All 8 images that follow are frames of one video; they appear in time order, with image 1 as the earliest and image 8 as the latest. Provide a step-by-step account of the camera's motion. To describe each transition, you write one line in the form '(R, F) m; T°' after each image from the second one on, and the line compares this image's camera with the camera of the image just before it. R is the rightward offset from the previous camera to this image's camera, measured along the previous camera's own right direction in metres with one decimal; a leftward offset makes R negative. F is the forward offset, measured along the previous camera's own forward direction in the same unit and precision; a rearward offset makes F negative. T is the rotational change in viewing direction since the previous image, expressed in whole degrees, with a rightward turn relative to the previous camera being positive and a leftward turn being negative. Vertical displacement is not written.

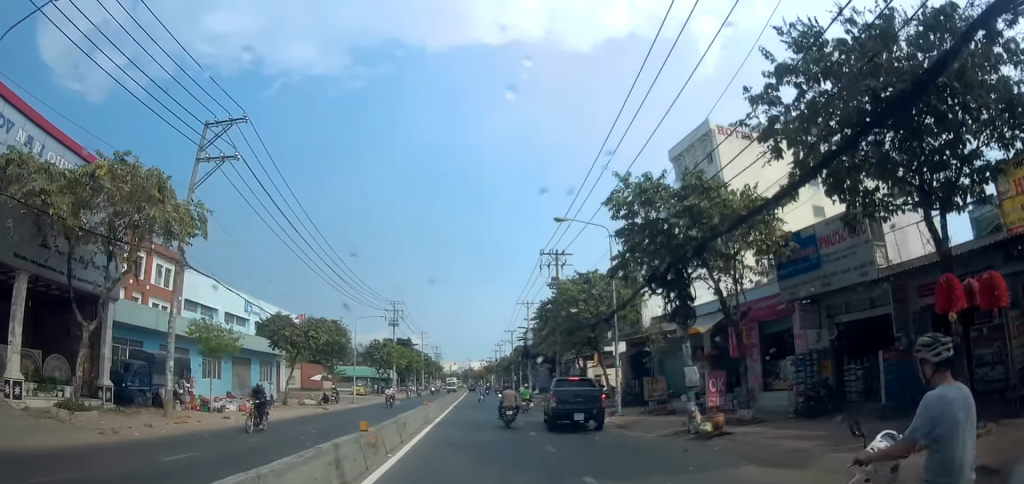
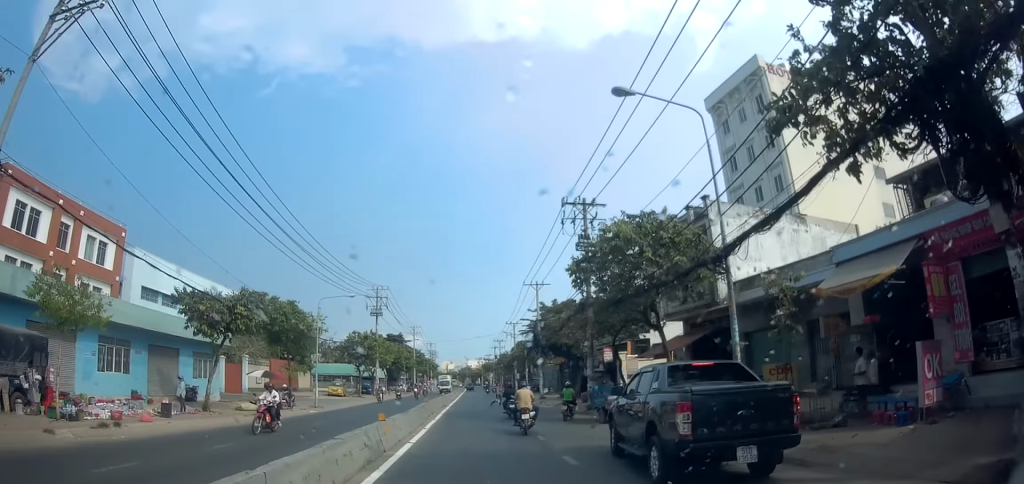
(-0.1, +10.2) m; +1°
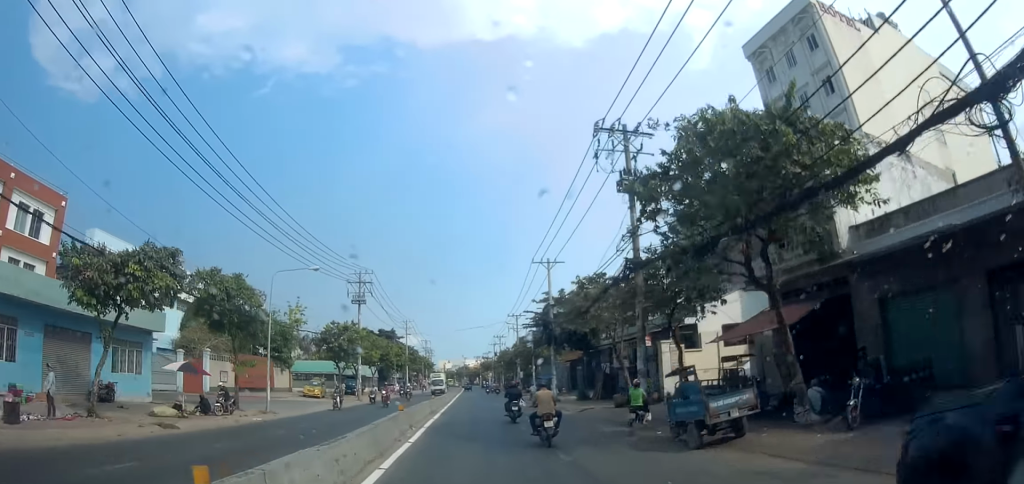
(+0.1, +7.9) m; +1°
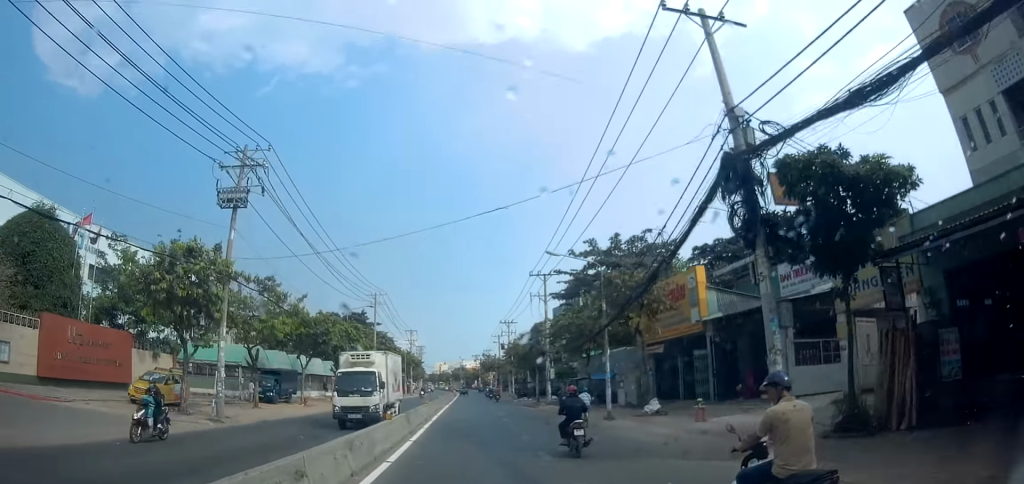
(+0.5, +27.1) m; +2°
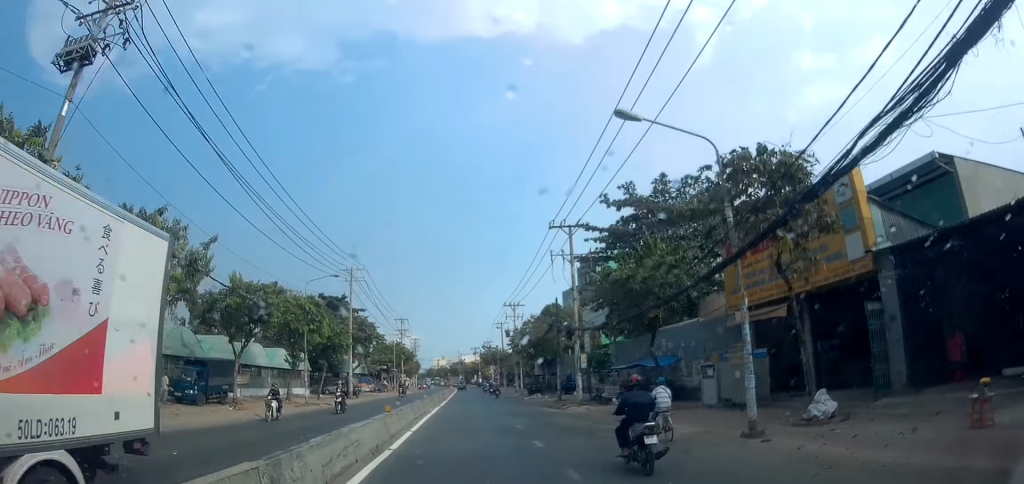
(+0.1, +11.5) m; -1°
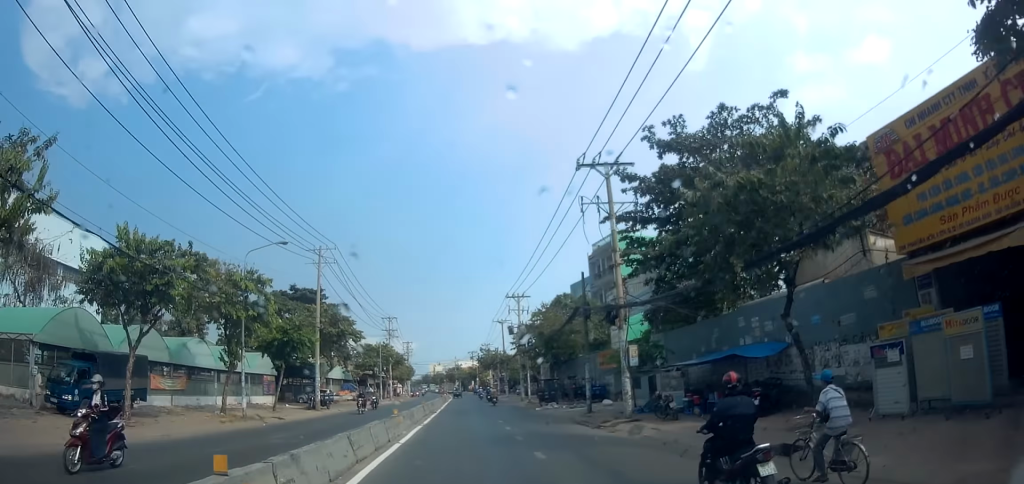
(-0.1, +9.4) m; 0°
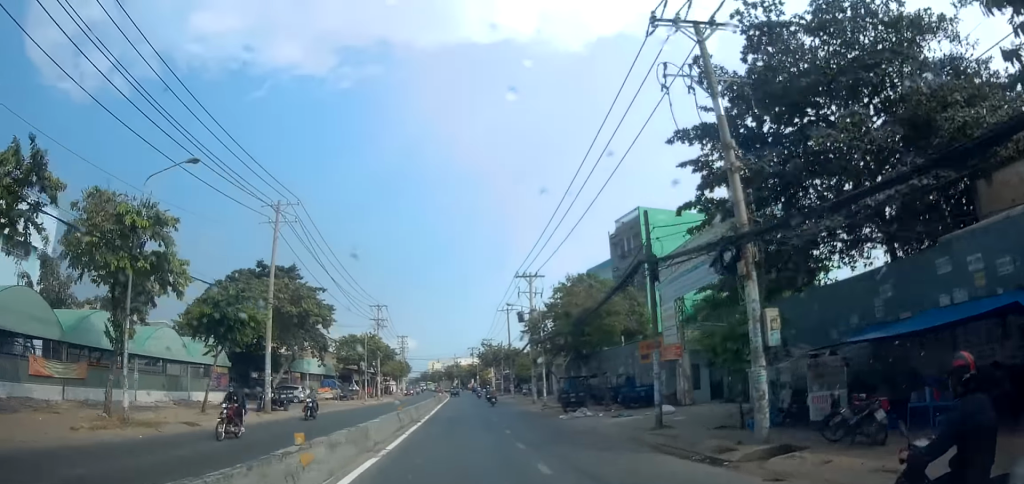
(-0.3, +9.5) m; +1°
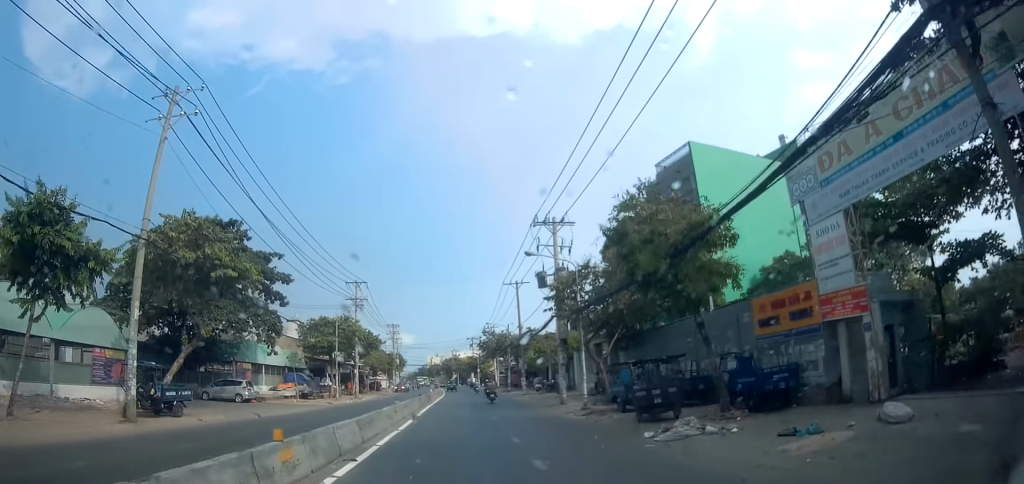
(+0.6, +12.5) m; 0°
